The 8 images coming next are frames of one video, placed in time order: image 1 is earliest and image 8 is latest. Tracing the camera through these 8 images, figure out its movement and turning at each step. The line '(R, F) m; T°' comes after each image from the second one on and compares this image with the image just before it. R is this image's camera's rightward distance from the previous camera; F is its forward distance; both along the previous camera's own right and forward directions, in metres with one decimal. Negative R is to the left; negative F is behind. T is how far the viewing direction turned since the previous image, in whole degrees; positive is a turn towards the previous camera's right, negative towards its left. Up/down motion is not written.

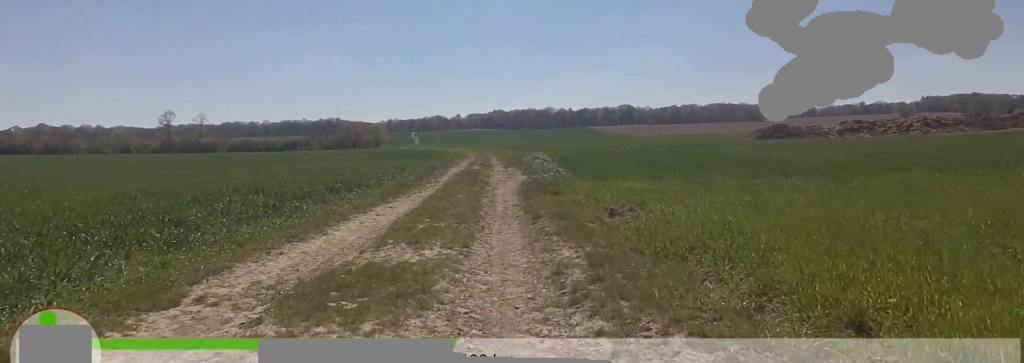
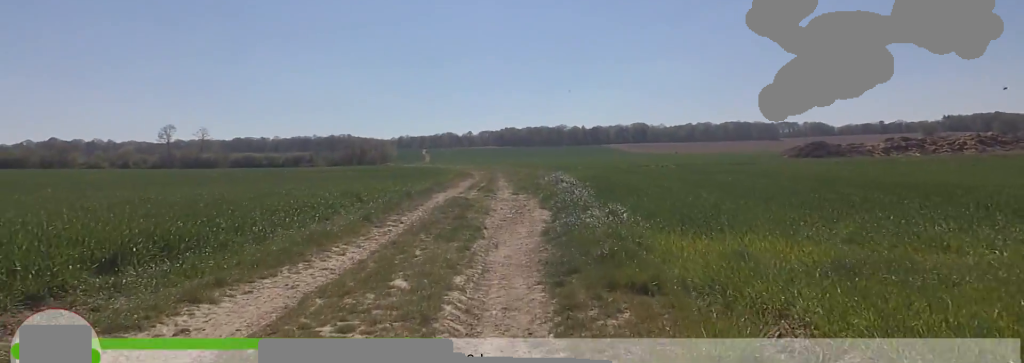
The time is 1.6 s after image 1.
(+0.7, +7.5) m; -1°
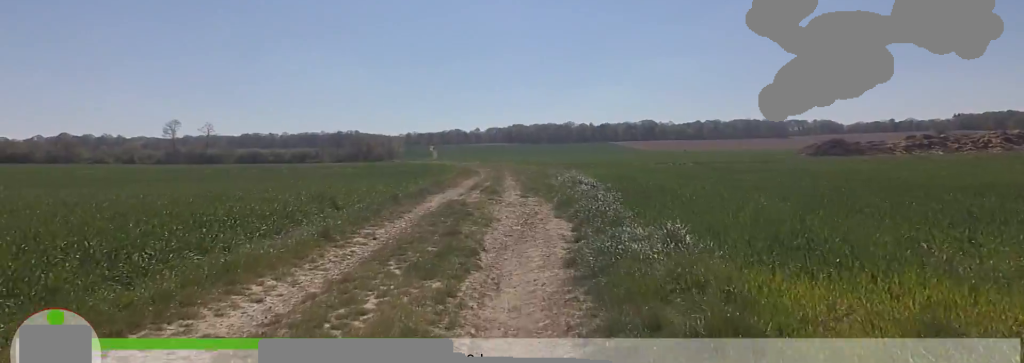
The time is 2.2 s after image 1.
(-0.1, +2.7) m; -1°
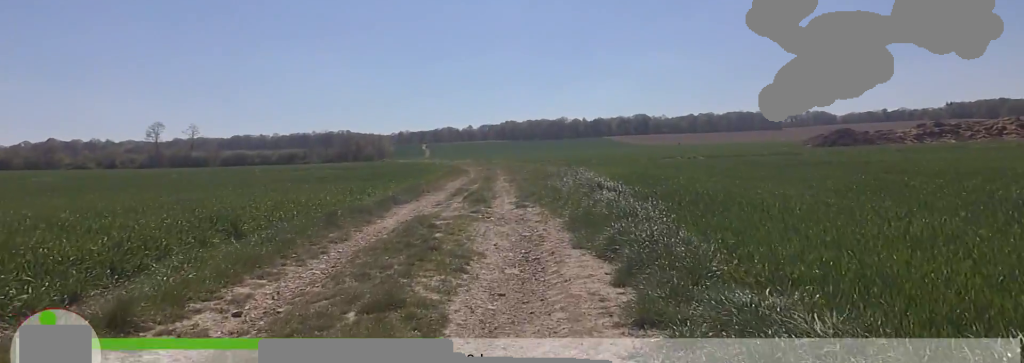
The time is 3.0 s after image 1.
(-0.1, +4.2) m; -1°
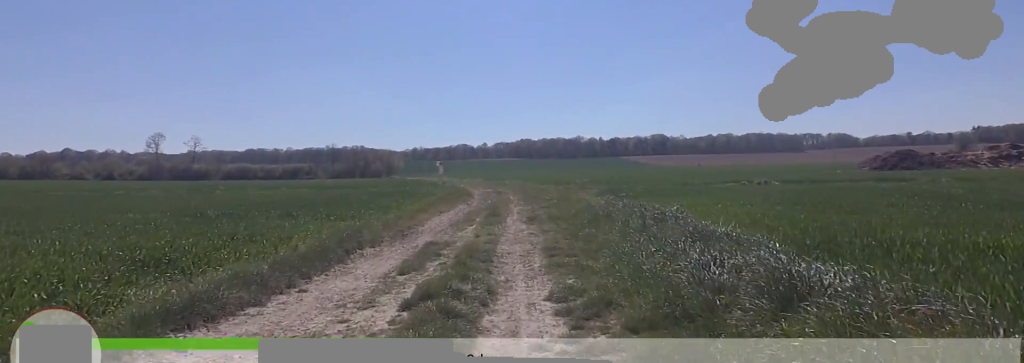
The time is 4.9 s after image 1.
(0.0, +9.0) m; 0°
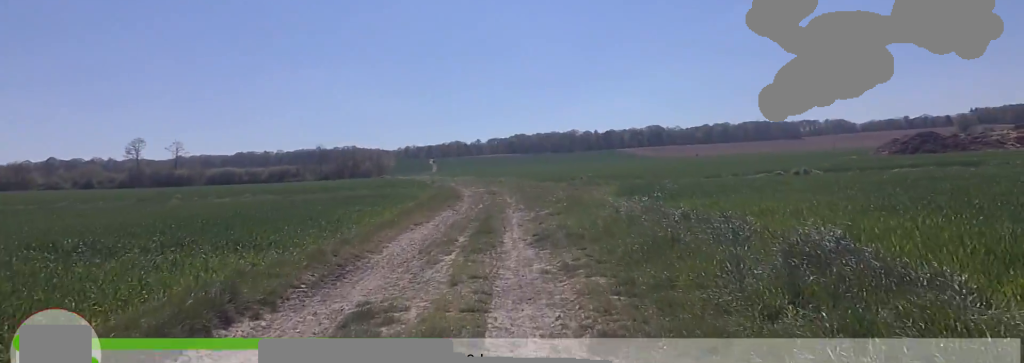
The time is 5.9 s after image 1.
(0.0, +4.4) m; 0°
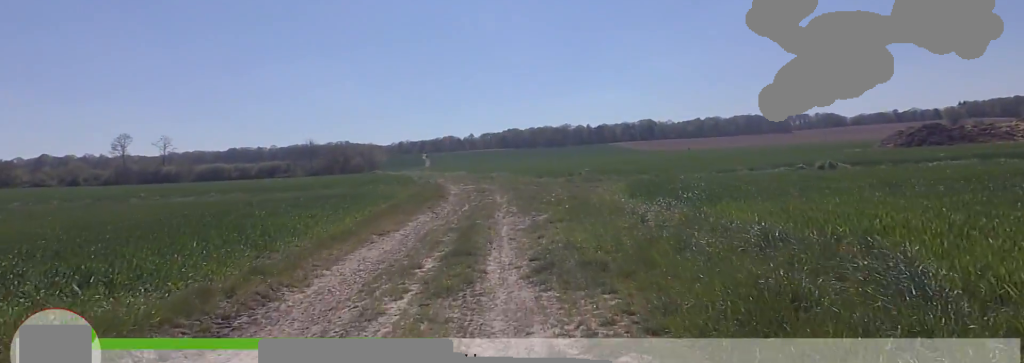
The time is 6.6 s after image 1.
(0.0, +3.1) m; 0°
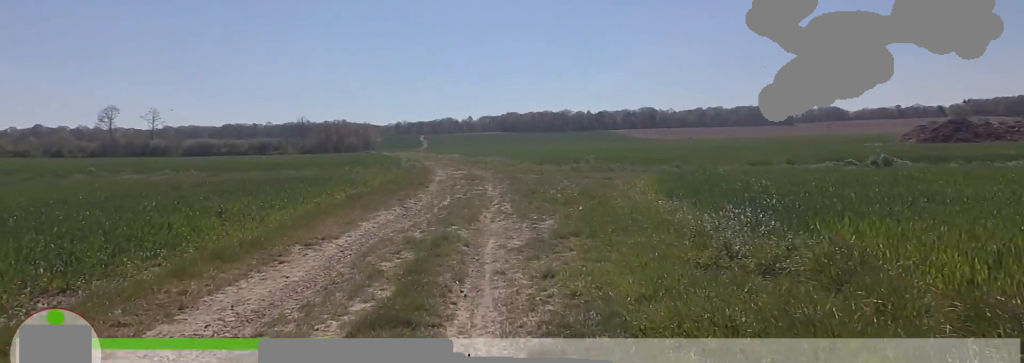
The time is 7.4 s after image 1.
(0.0, +4.0) m; 0°
